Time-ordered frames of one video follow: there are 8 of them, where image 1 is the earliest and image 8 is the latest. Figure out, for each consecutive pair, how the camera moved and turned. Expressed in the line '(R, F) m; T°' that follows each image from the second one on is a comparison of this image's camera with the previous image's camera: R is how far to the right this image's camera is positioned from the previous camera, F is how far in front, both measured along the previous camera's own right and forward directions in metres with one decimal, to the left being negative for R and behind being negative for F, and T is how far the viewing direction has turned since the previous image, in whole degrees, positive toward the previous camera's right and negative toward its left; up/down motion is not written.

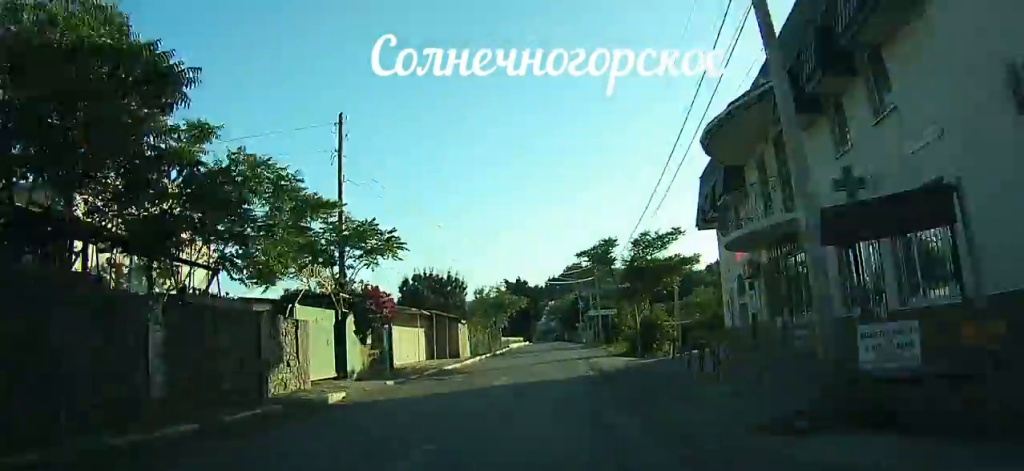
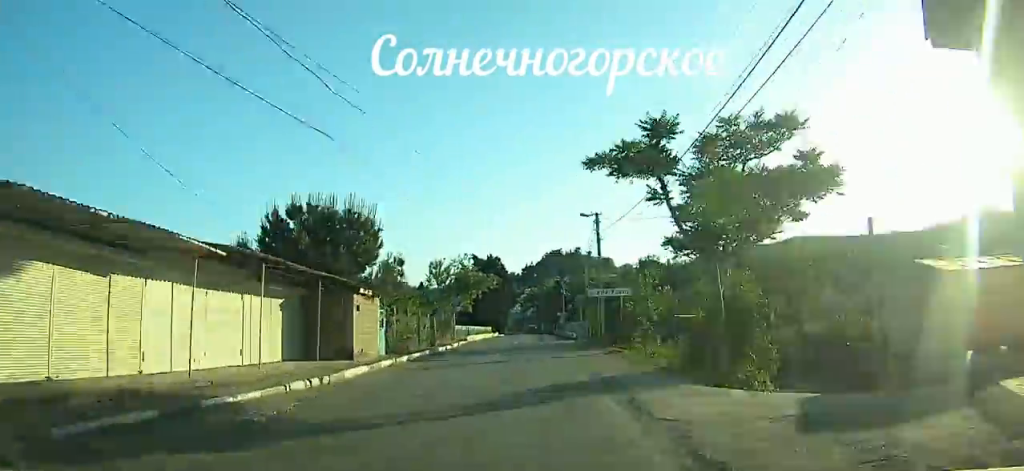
(+0.1, +18.0) m; +2°
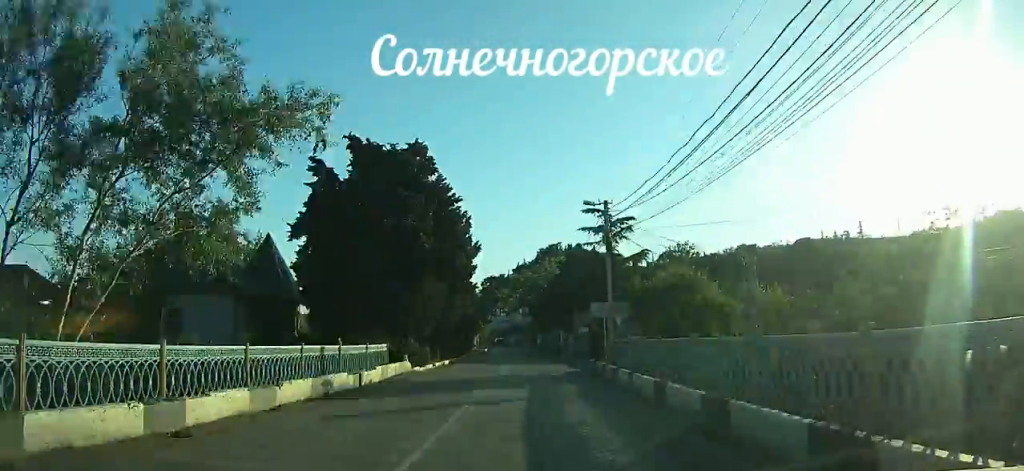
(+1.8, +50.8) m; +2°
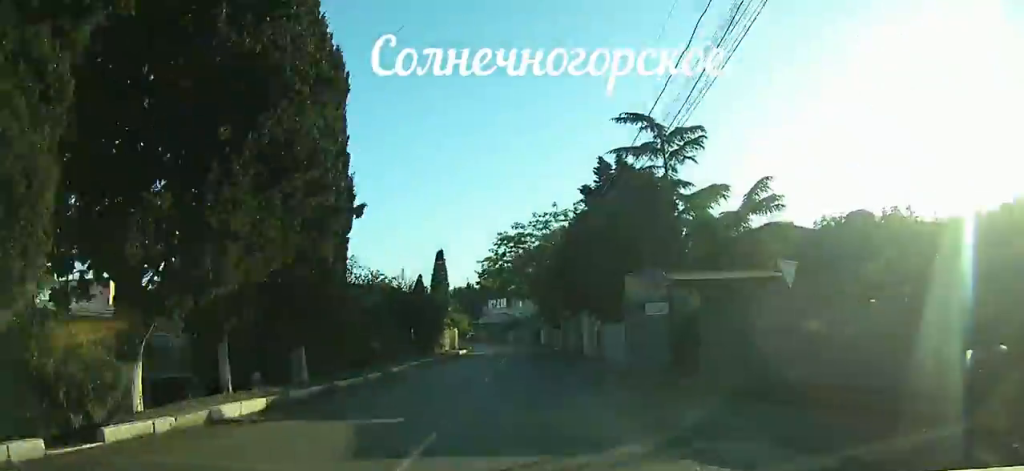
(-0.2, +24.9) m; -1°
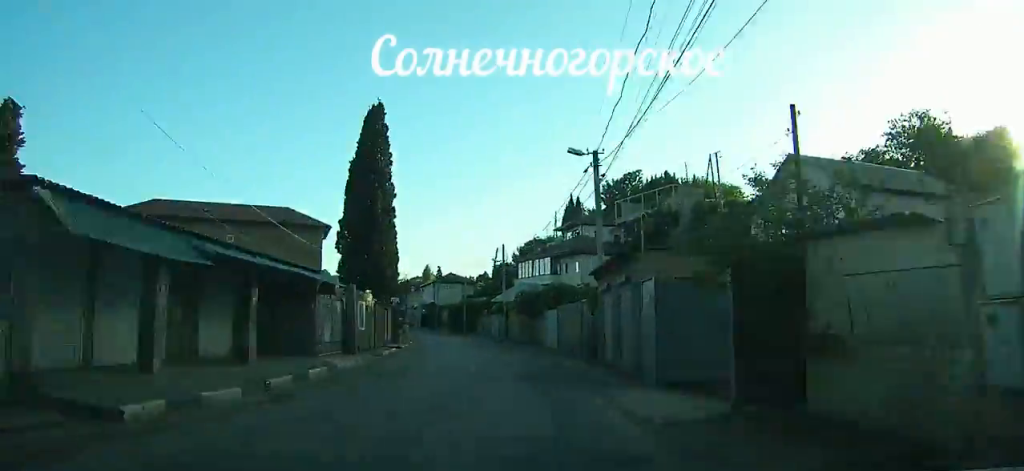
(-1.4, +60.1) m; -6°
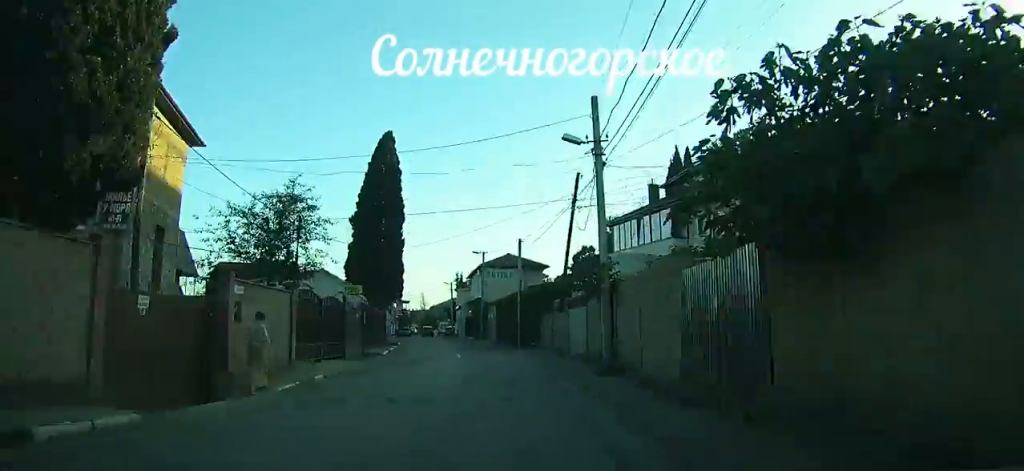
(-2.0, +29.3) m; -7°
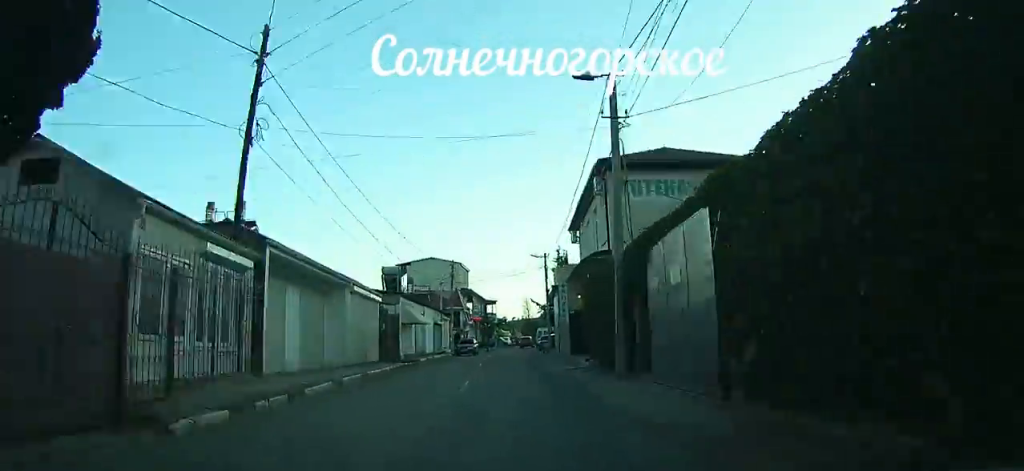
(-2.8, +33.5) m; -7°
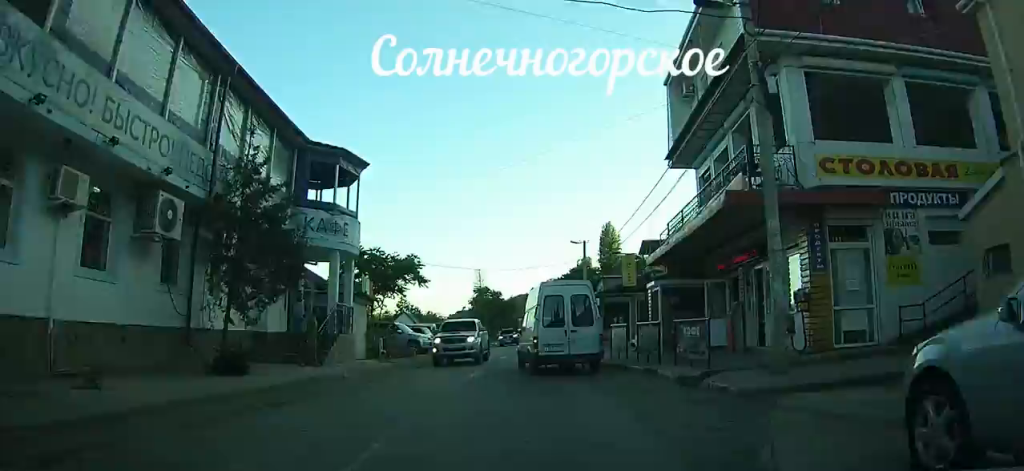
(-4.0, +70.2) m; -1°
